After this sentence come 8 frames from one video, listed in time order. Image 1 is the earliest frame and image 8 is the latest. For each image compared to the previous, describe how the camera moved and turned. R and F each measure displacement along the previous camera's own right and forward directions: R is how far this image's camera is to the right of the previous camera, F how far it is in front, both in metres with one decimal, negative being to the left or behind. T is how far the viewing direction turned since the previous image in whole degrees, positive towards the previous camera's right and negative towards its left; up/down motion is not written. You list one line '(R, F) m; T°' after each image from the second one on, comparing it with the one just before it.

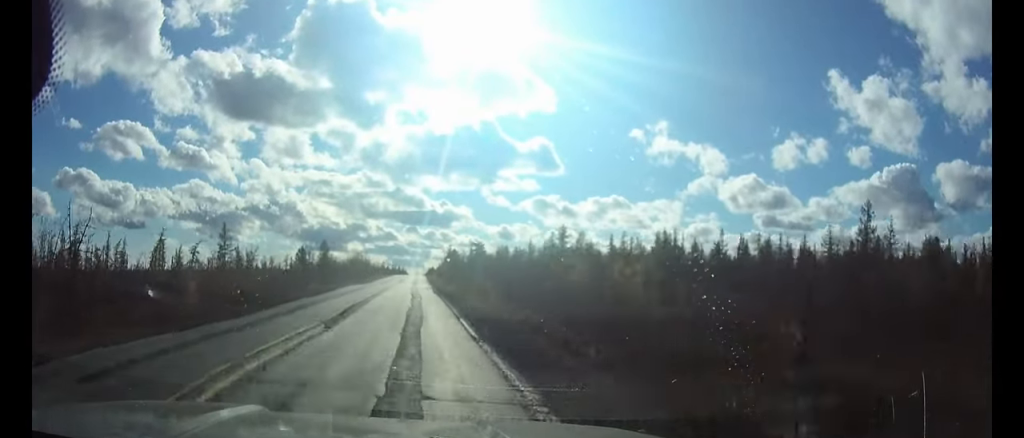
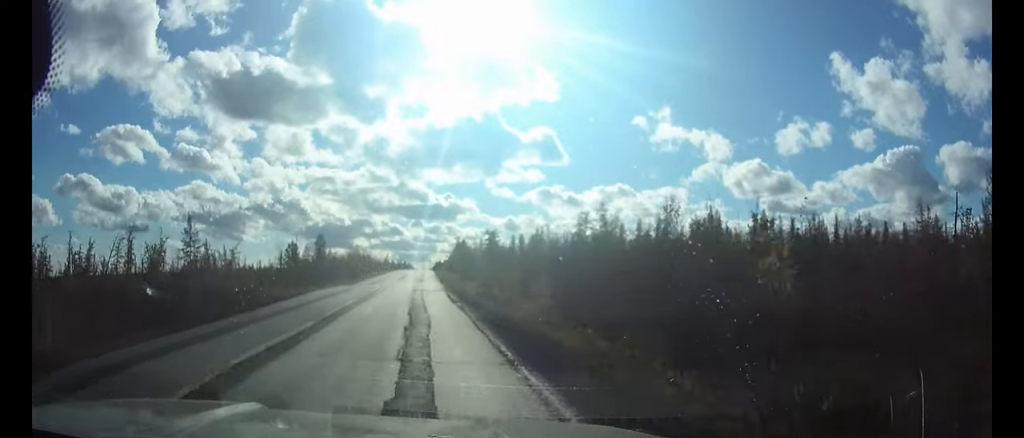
(-0.1, +17.6) m; 0°
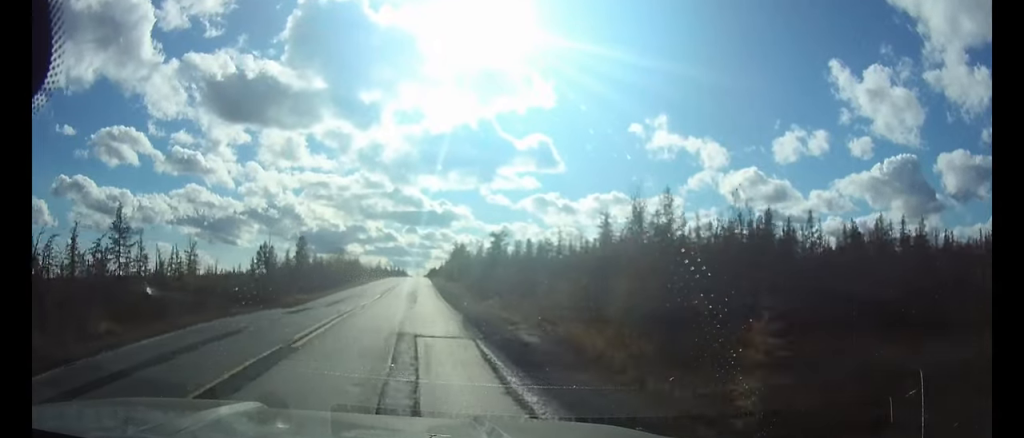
(0.0, +19.2) m; 0°
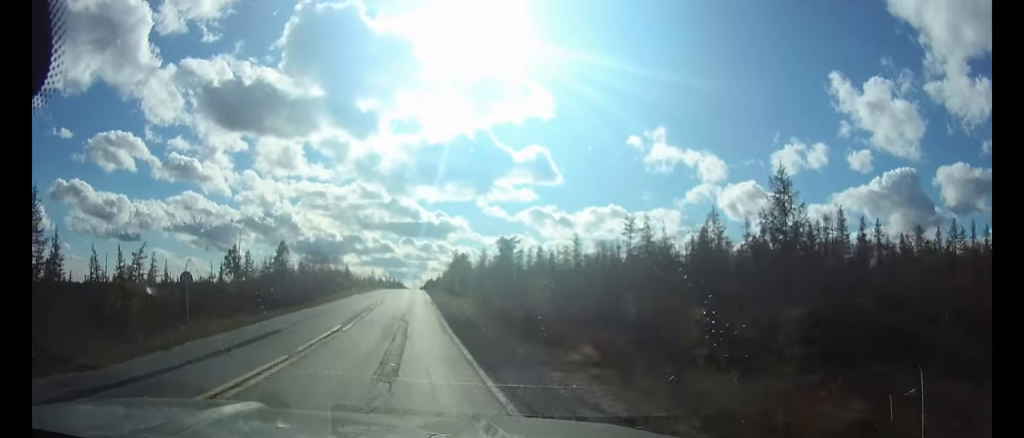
(0.0, +16.6) m; 0°
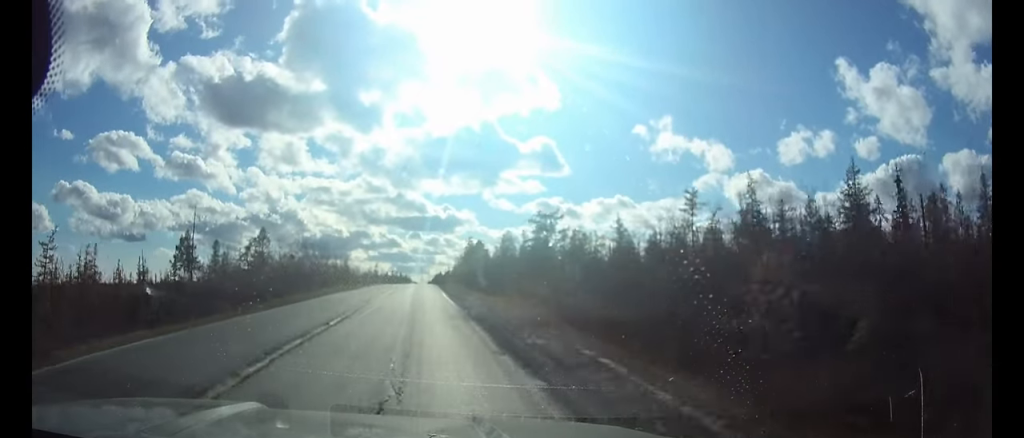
(-0.1, +23.0) m; 0°
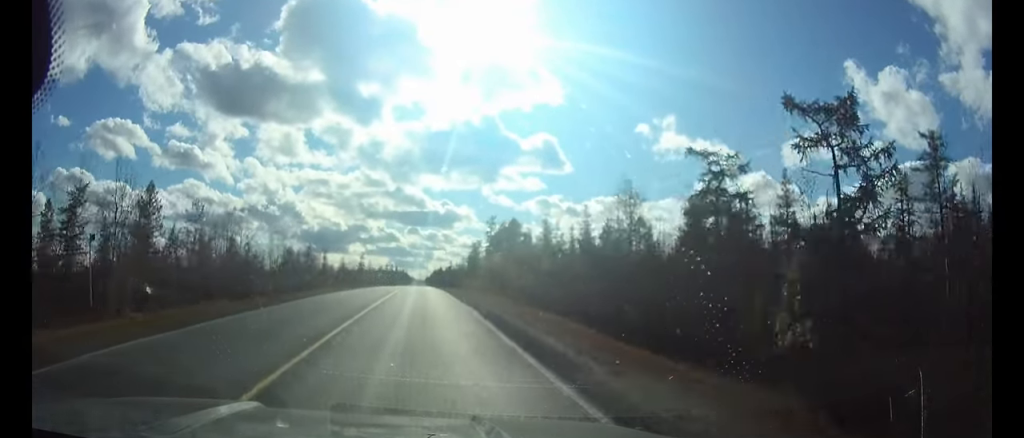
(+0.1, +48.2) m; 0°
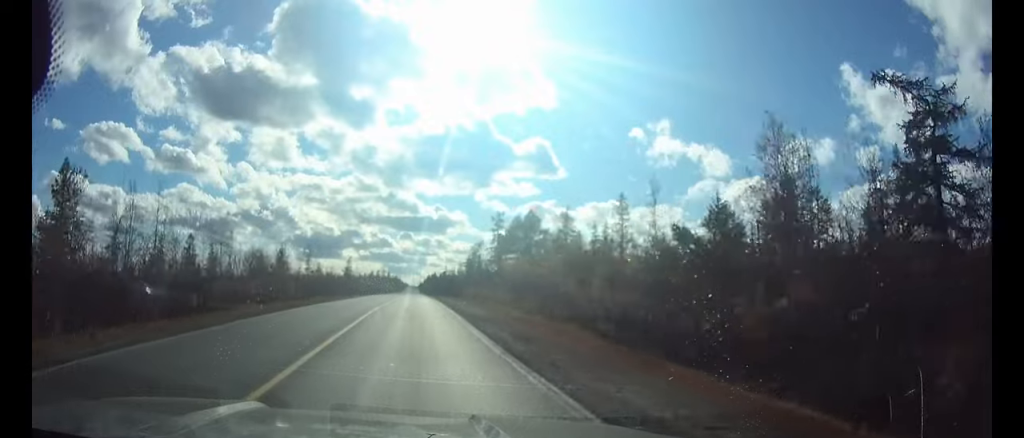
(0.0, +16.6) m; 0°
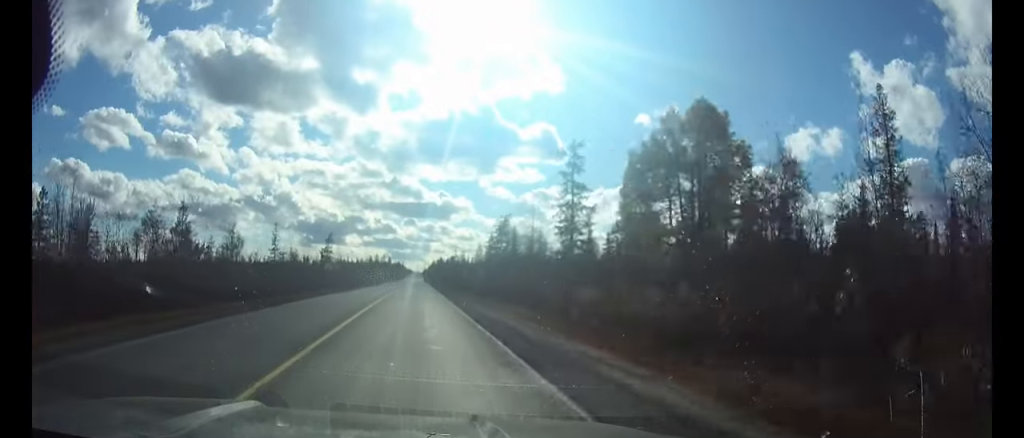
(+0.1, +40.9) m; 0°
